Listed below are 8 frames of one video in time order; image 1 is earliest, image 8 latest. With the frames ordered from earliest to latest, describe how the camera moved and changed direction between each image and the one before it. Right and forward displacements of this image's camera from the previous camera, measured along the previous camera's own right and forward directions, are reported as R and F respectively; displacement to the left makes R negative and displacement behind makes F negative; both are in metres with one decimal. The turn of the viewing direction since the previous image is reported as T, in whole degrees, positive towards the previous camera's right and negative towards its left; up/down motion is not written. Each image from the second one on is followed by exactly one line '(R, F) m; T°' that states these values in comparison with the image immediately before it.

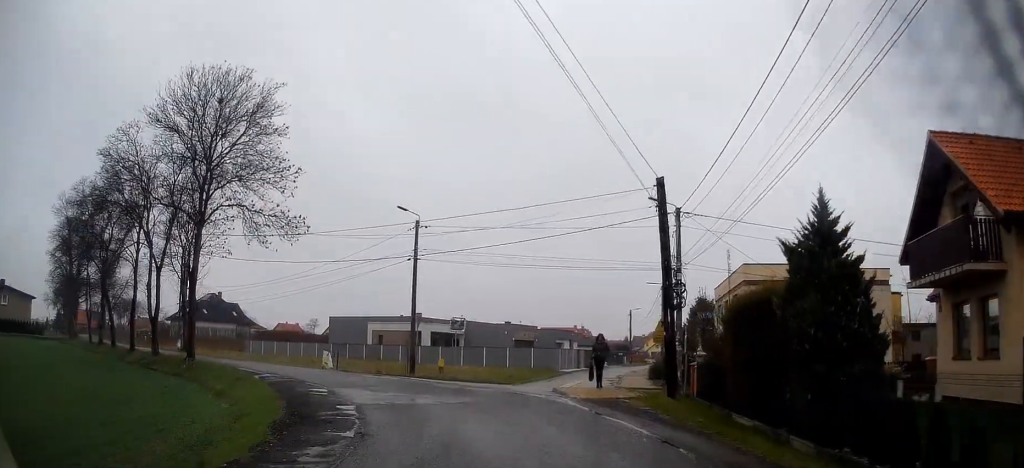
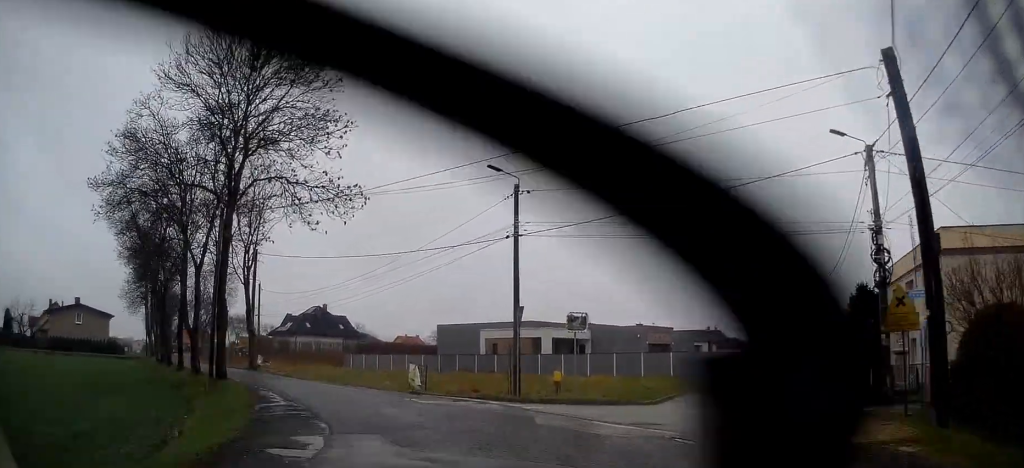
(-1.2, +8.9) m; -12°
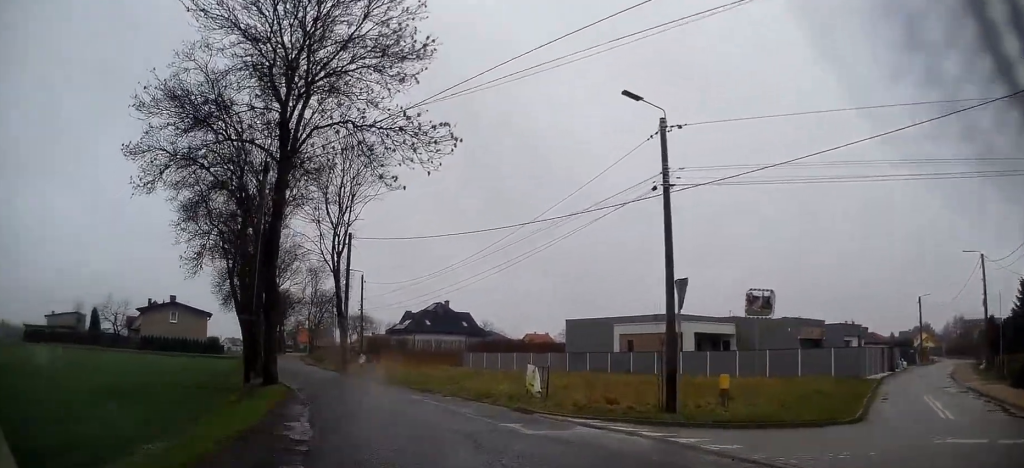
(-0.2, +6.7) m; -9°
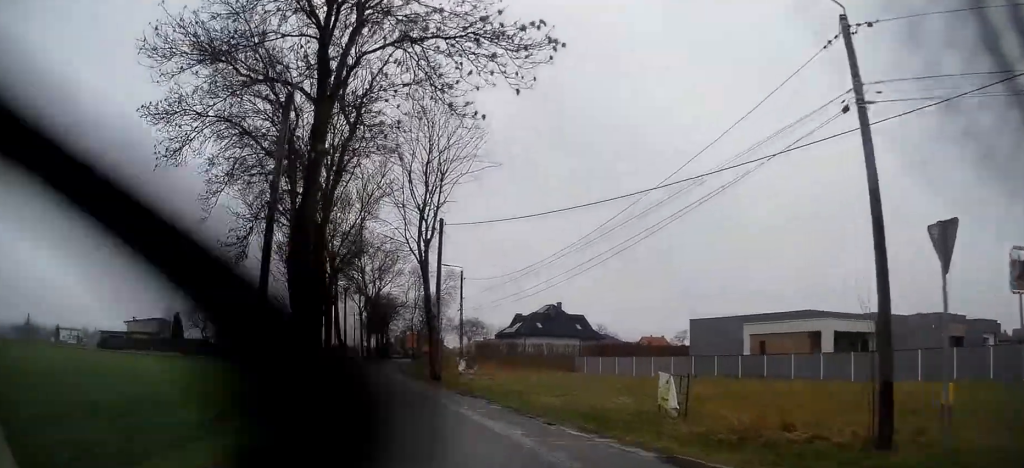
(-0.7, +5.8) m; -10°
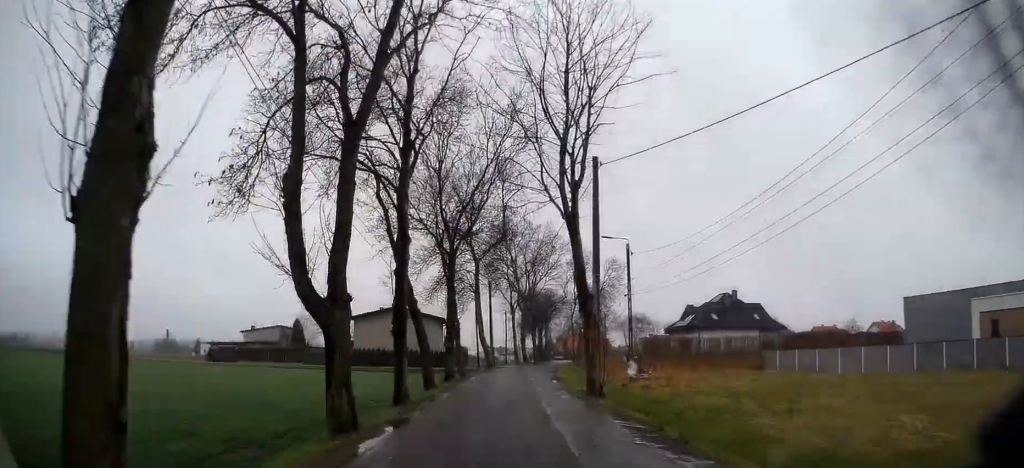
(-1.6, +10.4) m; -15°
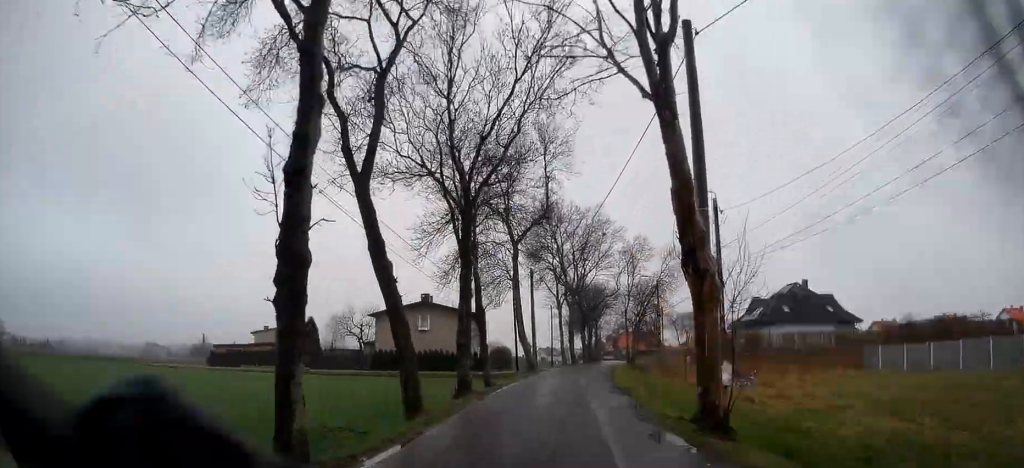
(-0.6, +9.5) m; -3°
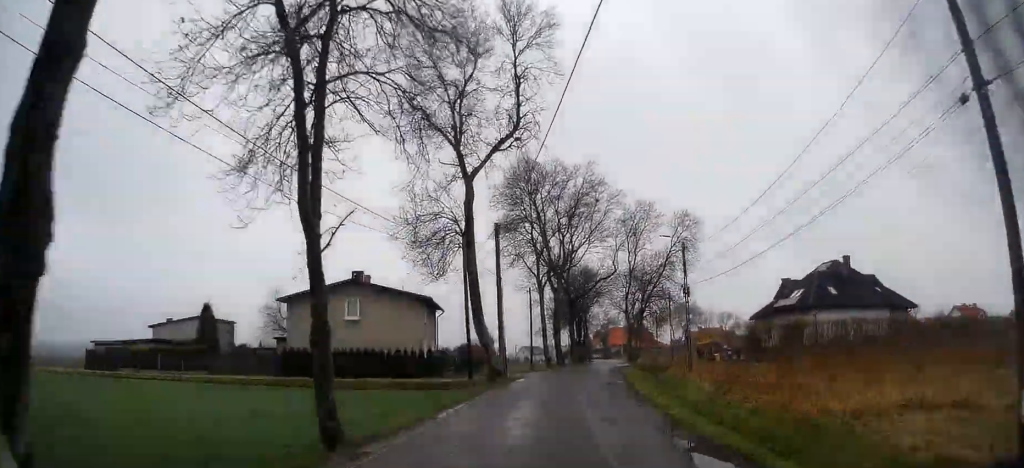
(-0.1, +17.1) m; 0°
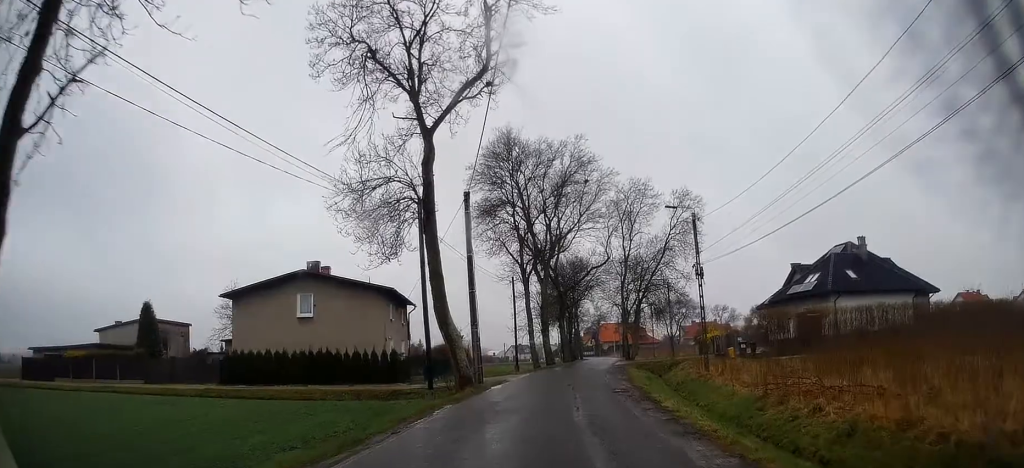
(0.0, +6.1) m; +1°
